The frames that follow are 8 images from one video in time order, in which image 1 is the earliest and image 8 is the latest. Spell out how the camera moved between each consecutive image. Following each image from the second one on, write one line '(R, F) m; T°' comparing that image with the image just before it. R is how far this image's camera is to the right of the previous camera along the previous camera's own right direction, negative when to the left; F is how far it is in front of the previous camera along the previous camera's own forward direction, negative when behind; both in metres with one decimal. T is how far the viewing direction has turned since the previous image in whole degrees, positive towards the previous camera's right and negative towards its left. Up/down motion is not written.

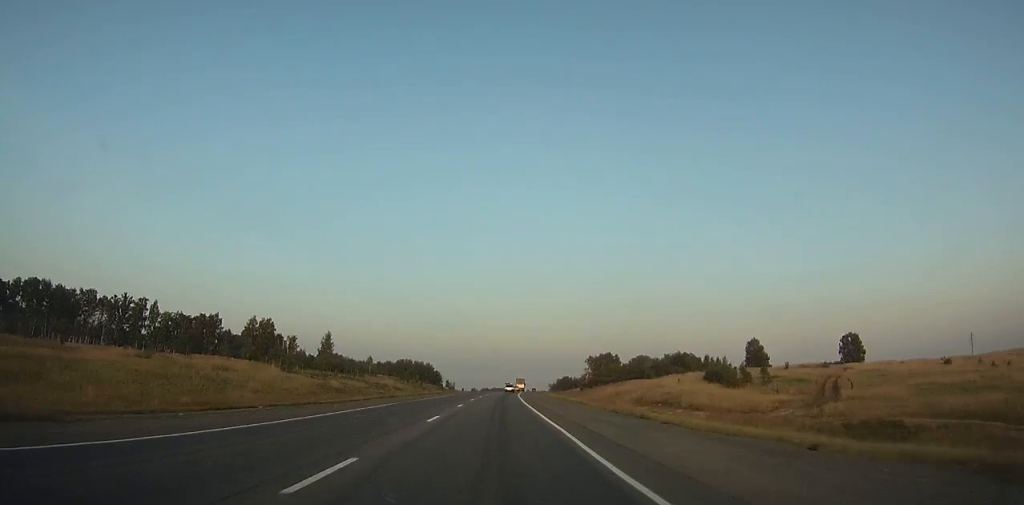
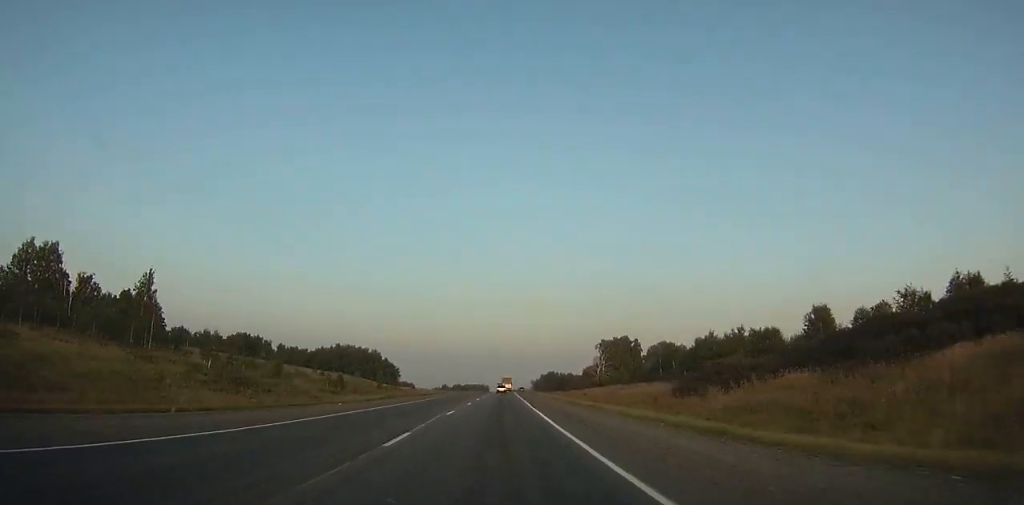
(+1.4, +92.0) m; +2°
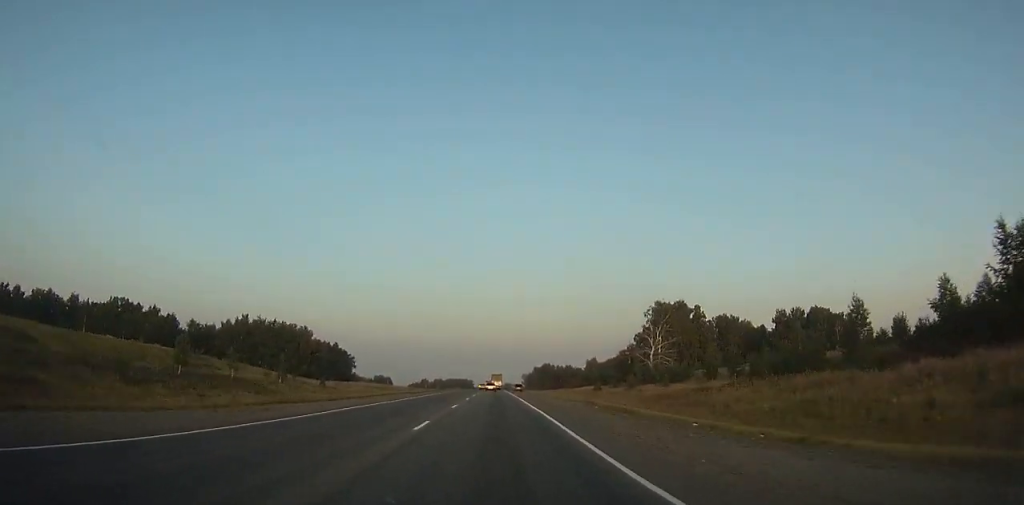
(+1.5, +80.7) m; +2°
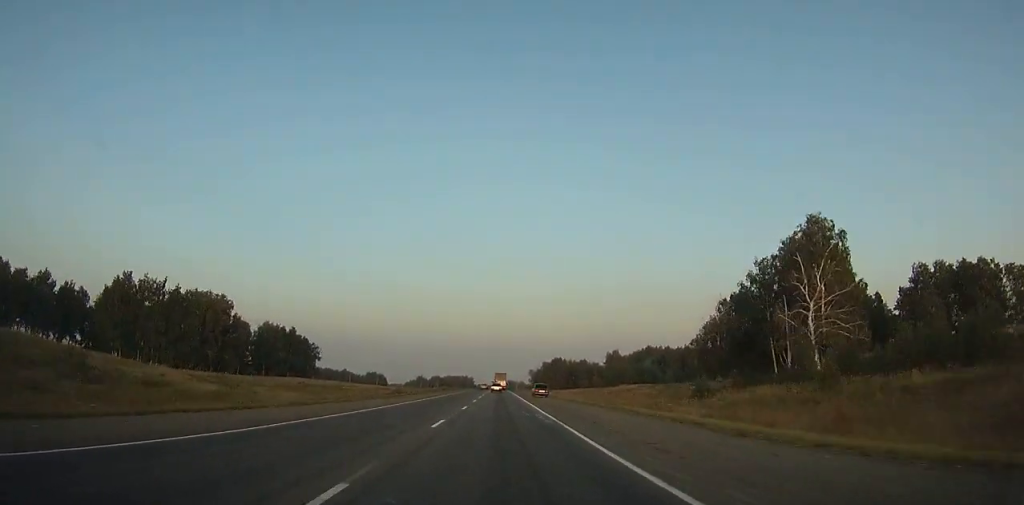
(+0.5, +57.7) m; 0°
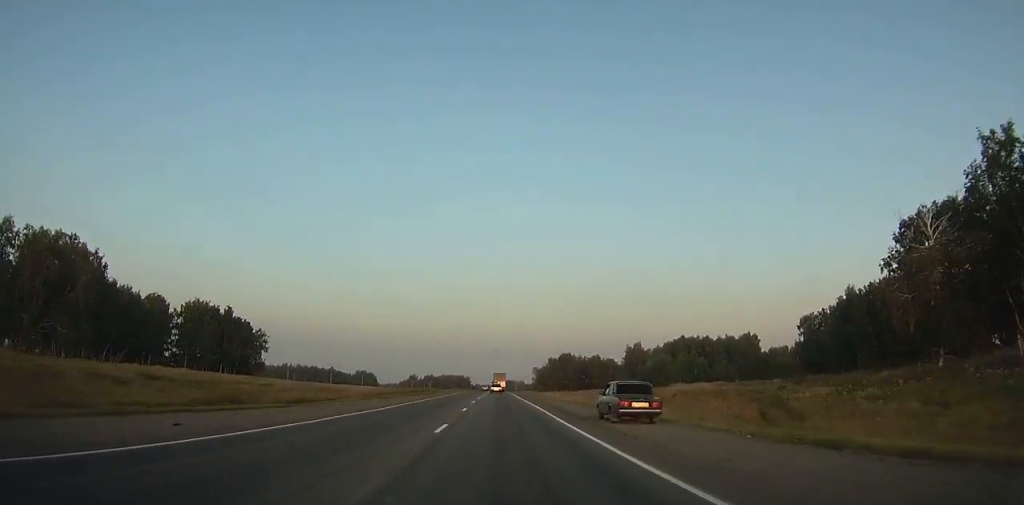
(-0.1, +50.1) m; 0°
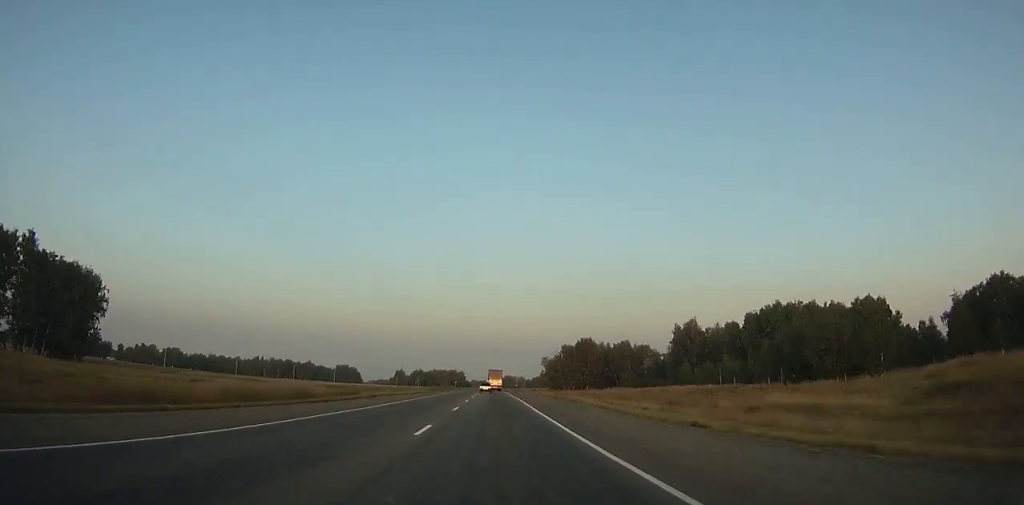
(-0.1, +72.4) m; 0°
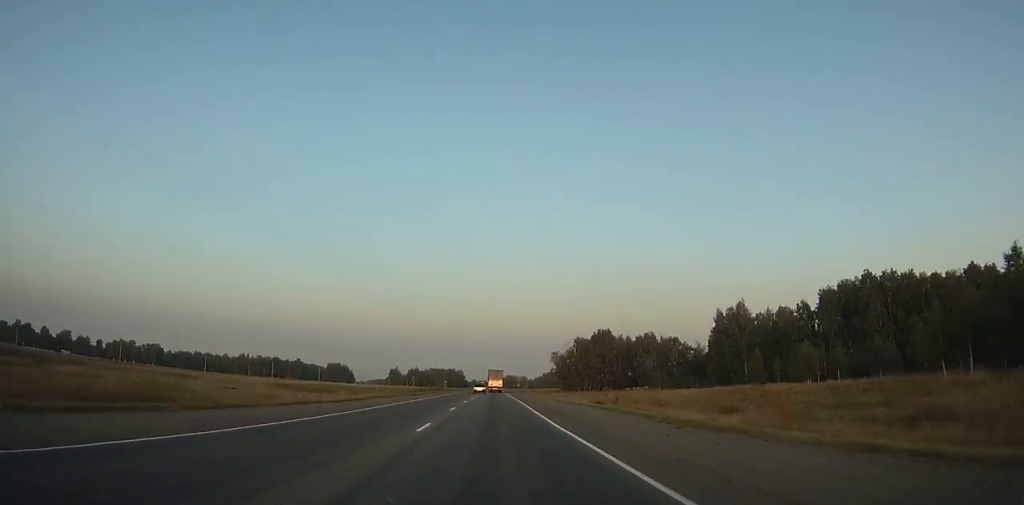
(+0.1, +34.9) m; 0°
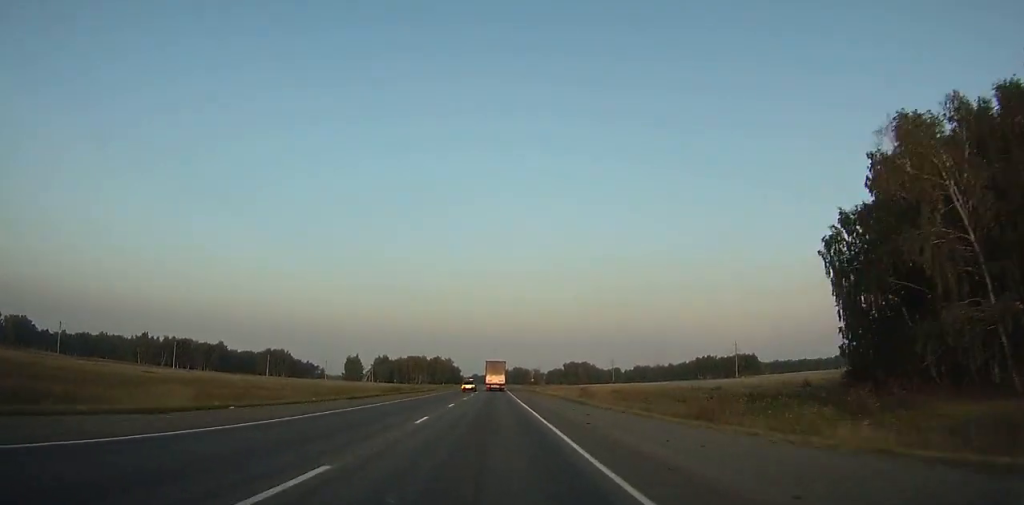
(0.0, +165.6) m; 0°
